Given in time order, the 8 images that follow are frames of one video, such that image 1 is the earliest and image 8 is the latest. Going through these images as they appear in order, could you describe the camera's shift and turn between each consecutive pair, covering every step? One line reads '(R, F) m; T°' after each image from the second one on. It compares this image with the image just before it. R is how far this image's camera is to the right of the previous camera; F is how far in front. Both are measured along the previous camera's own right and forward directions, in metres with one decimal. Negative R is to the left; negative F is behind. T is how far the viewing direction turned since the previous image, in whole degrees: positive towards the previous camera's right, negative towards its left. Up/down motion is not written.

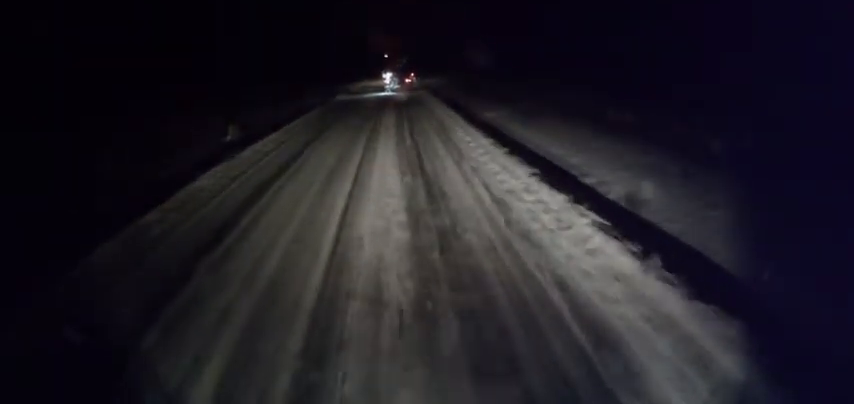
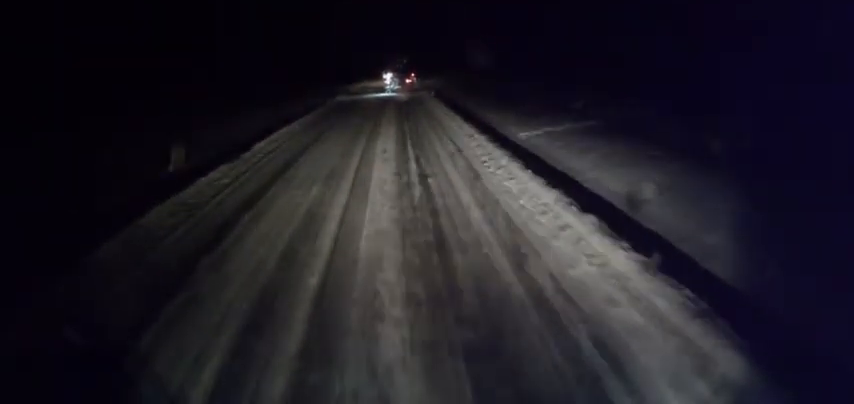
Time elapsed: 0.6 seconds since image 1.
(+0.1, +6.8) m; +1°
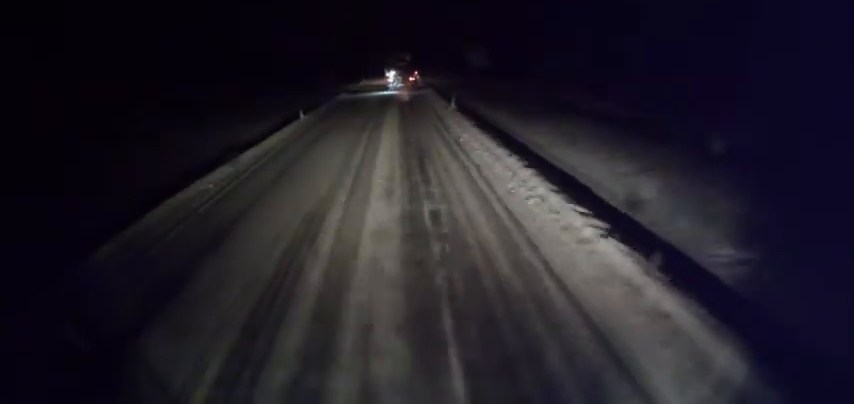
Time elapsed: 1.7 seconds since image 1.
(+0.1, +12.5) m; -1°
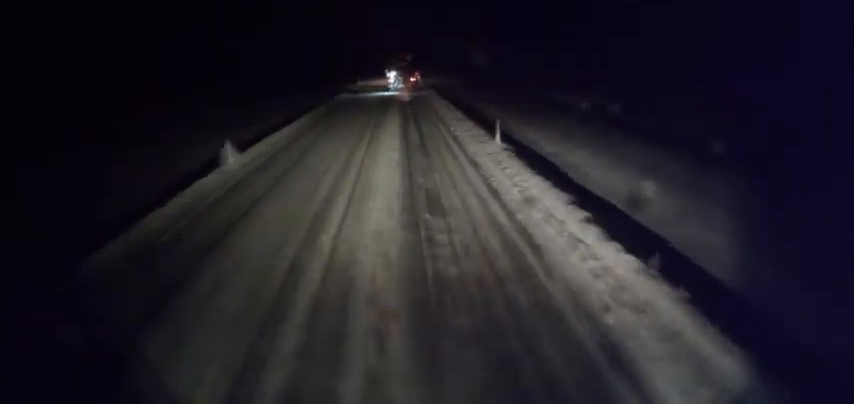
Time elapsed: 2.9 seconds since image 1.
(-0.4, +12.7) m; -2°
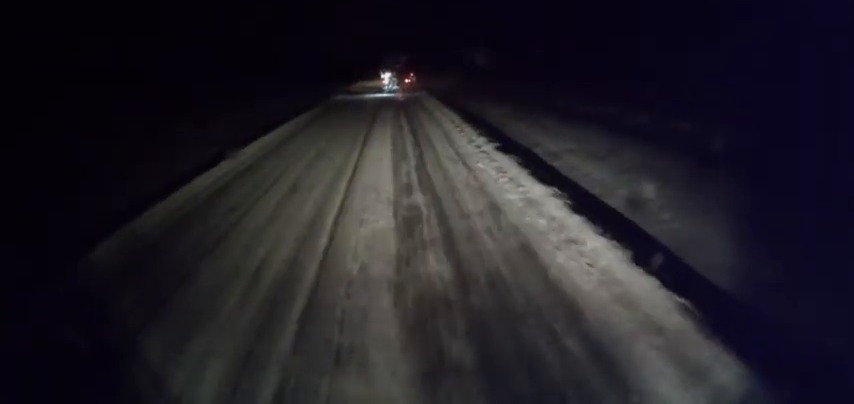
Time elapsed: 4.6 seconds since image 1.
(+0.4, +18.4) m; +3°
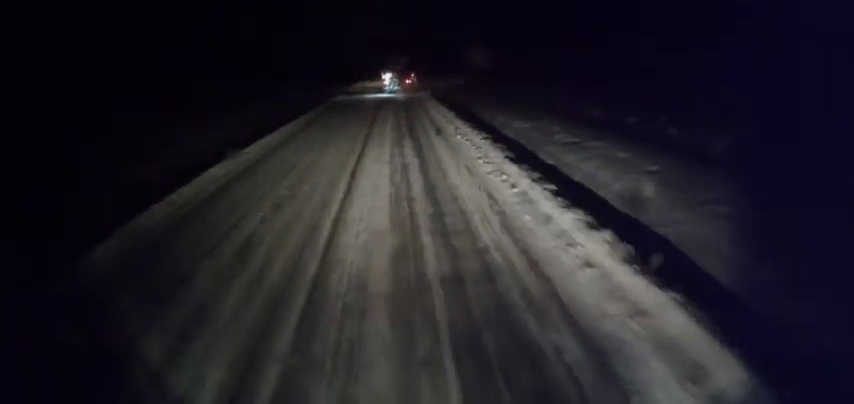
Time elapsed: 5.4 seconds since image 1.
(+0.1, +8.1) m; -1°
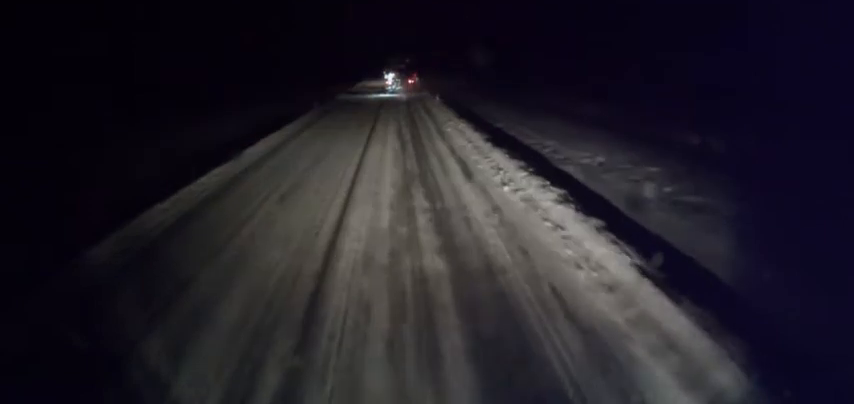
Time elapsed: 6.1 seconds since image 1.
(-0.2, +7.6) m; -1°
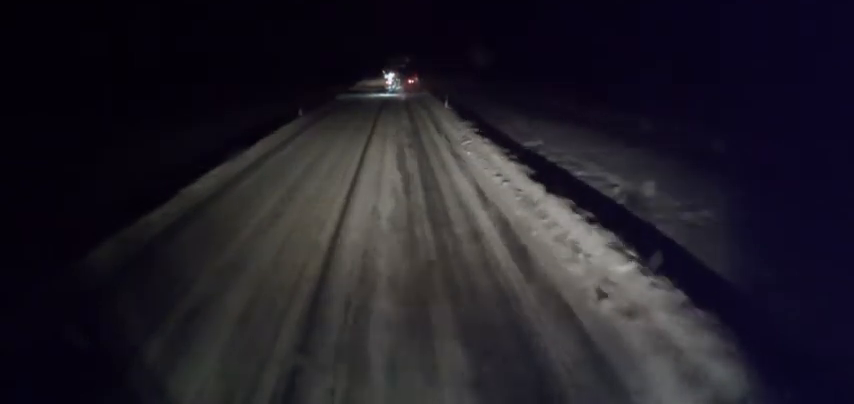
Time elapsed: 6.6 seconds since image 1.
(-0.1, +5.1) m; -1°
